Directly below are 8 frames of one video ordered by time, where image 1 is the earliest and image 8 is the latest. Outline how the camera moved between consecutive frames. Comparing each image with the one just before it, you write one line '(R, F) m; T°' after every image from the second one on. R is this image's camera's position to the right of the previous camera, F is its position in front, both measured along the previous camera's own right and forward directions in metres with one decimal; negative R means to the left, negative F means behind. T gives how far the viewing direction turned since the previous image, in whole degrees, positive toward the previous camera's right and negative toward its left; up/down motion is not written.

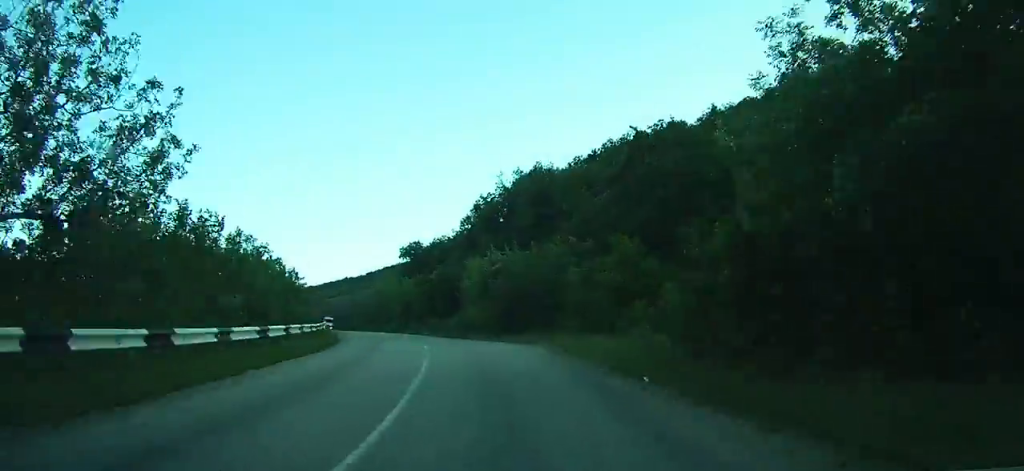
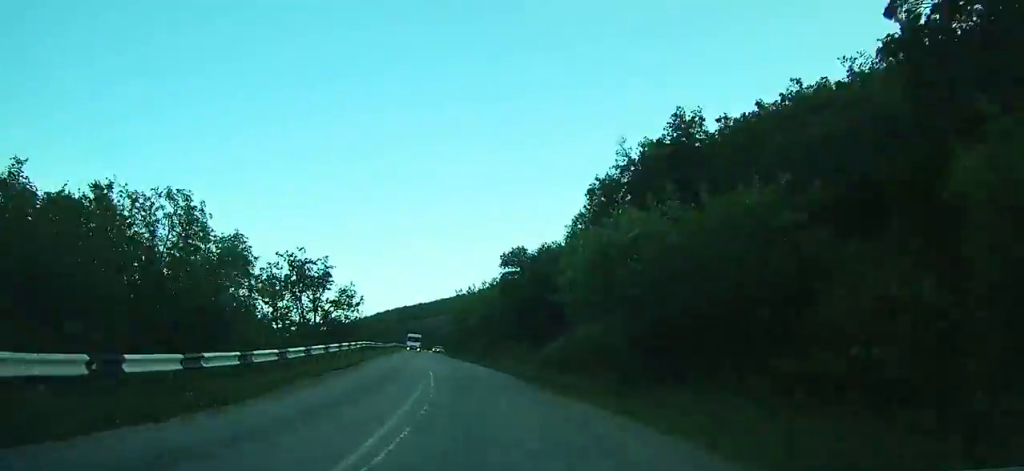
(-0.8, +17.9) m; -4°
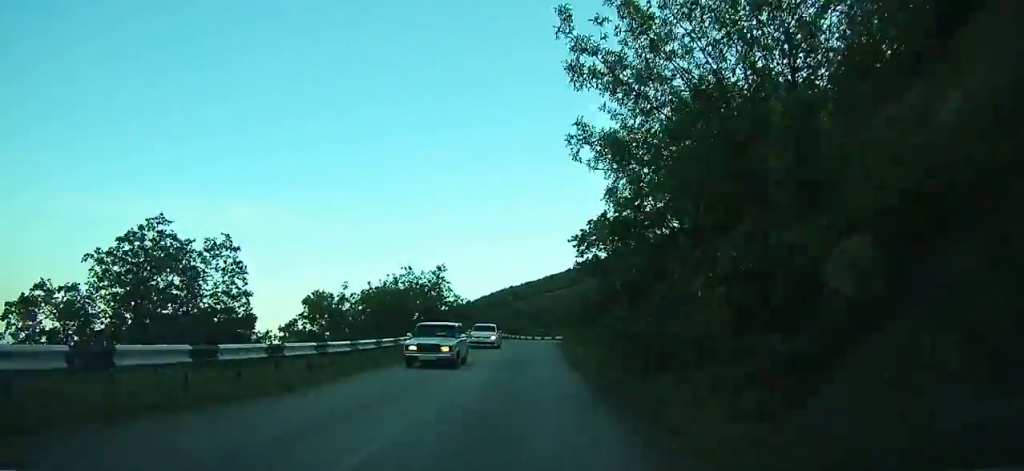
(-5.1, +51.6) m; -9°
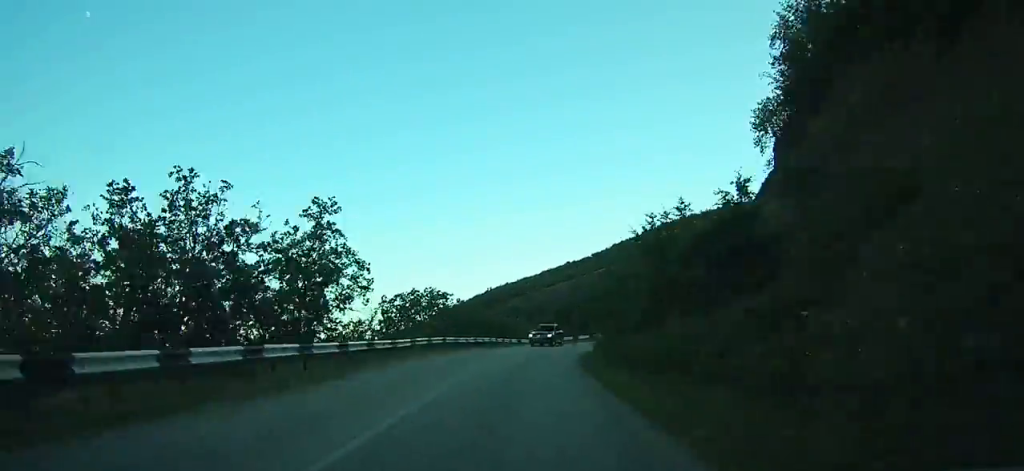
(-0.6, +27.6) m; +2°
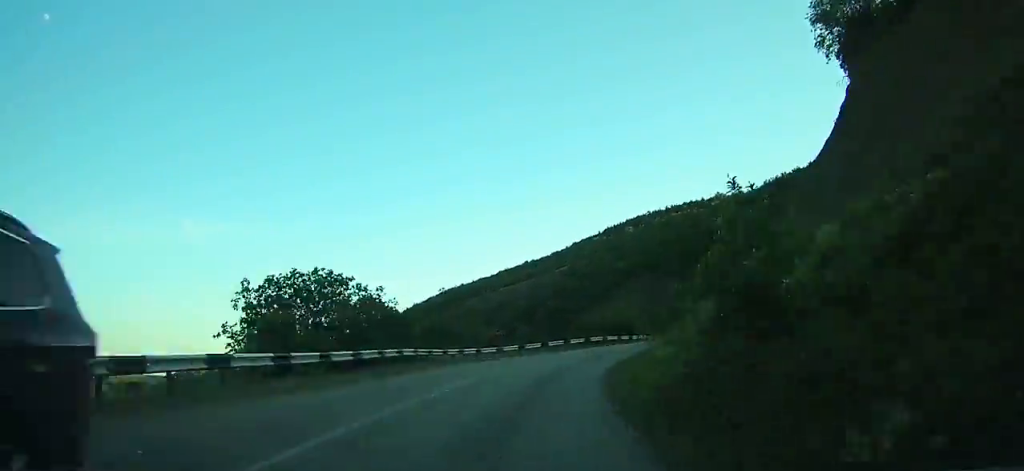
(-0.6, +22.1) m; +4°
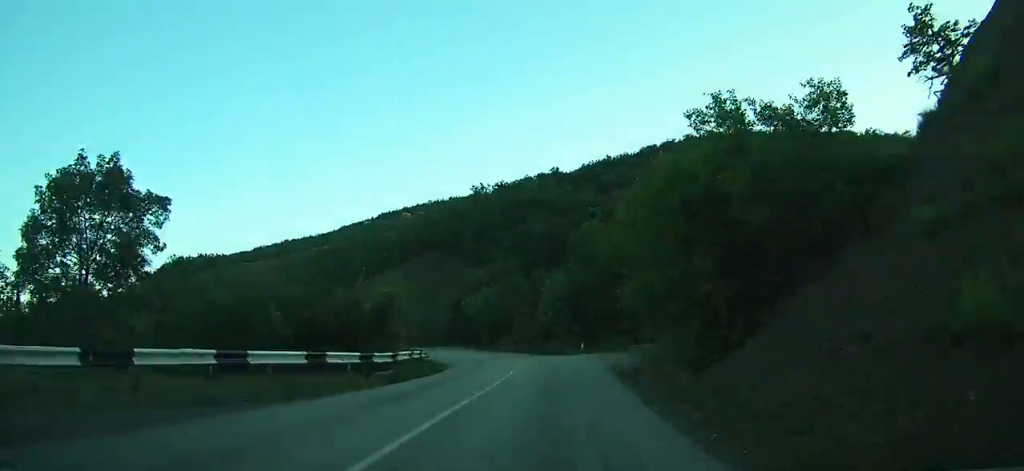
(+6.5, +45.0) m; +11°
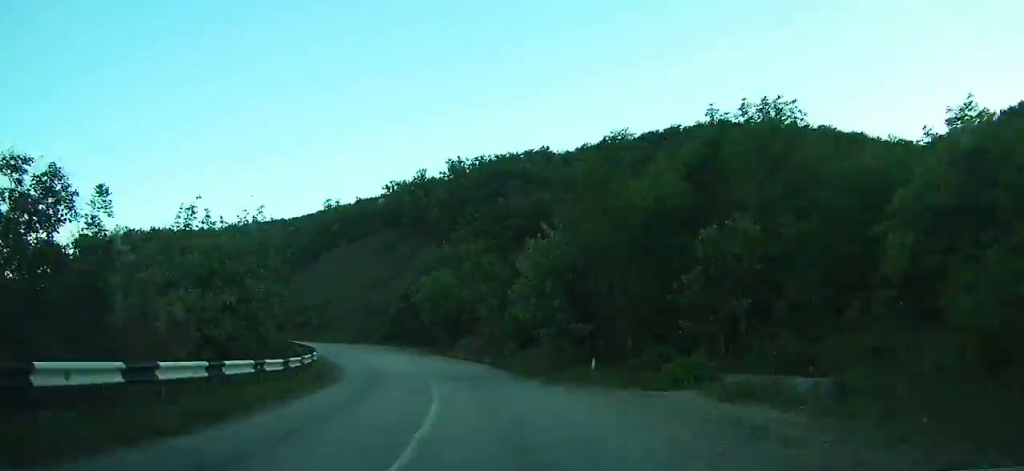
(+2.3, +19.1) m; -1°
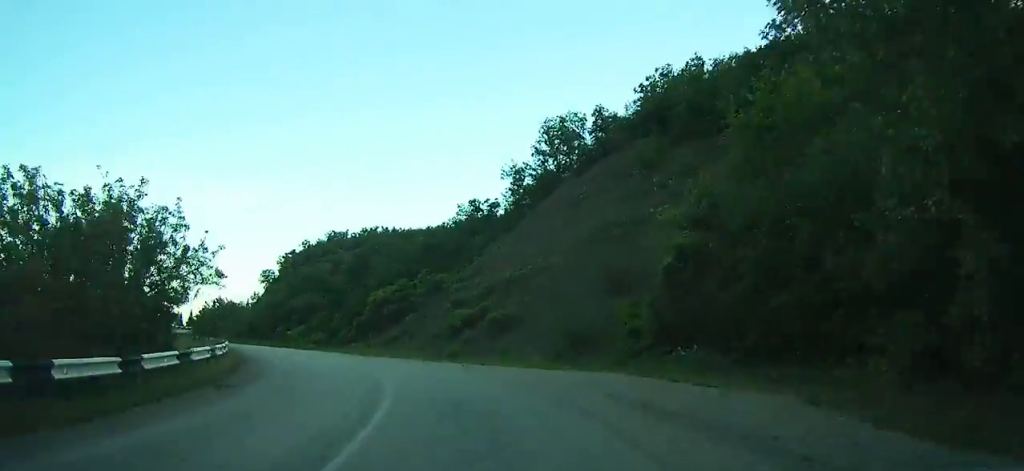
(-5.4, +42.5) m; -26°
